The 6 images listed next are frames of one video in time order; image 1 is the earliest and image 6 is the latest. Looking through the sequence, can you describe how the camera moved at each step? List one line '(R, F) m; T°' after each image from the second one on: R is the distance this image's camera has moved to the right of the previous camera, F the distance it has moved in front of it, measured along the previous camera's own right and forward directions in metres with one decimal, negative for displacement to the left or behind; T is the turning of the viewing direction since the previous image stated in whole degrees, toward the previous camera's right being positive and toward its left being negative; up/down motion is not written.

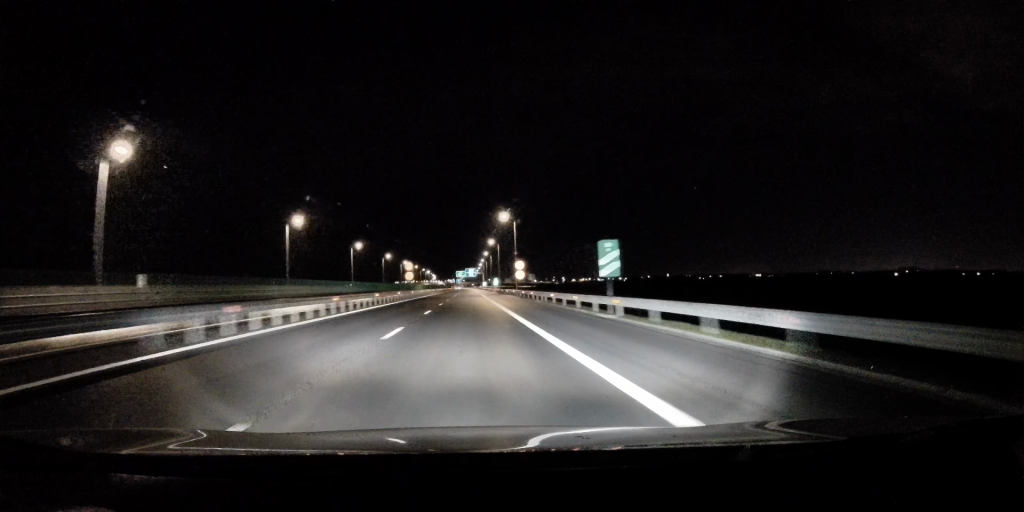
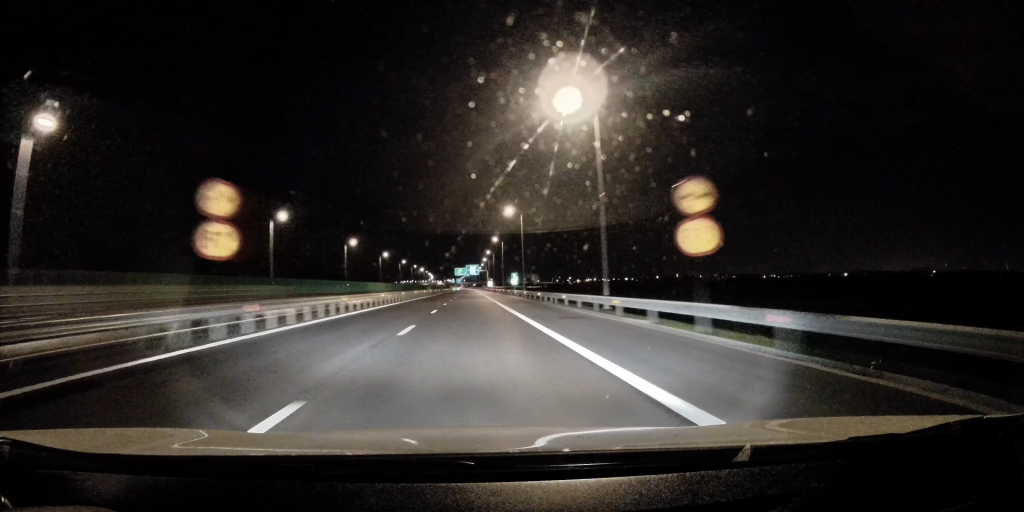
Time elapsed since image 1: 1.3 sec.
(-0.9, +47.1) m; -1°
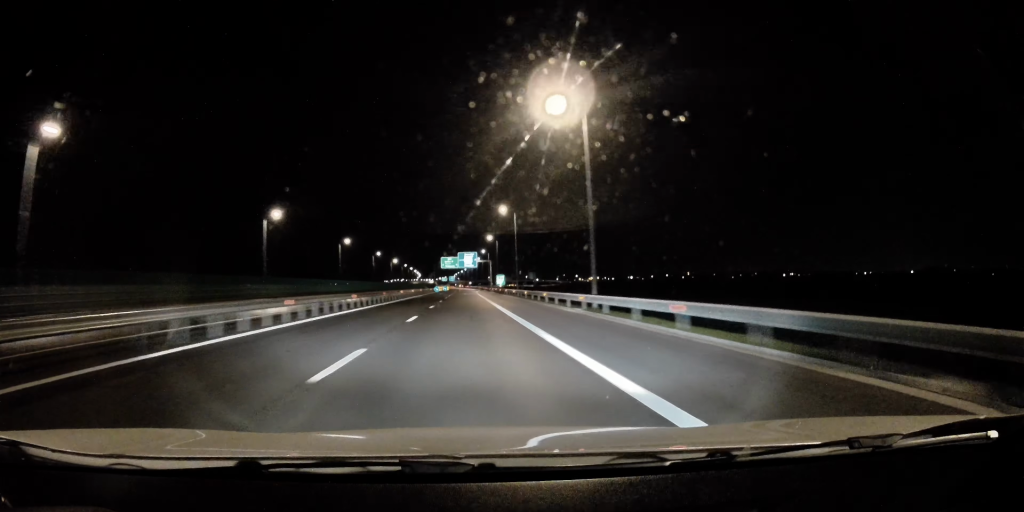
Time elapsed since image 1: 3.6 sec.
(+0.2, +78.6) m; 0°
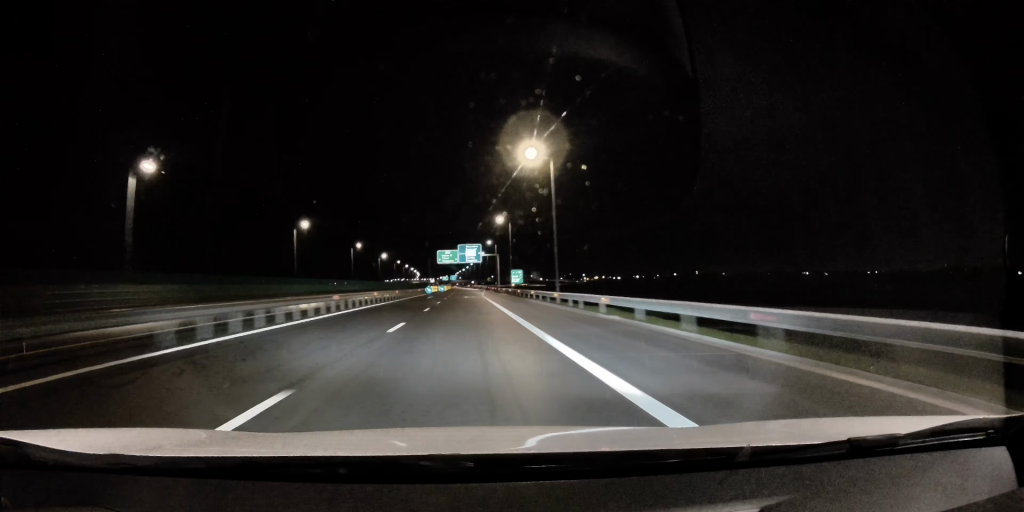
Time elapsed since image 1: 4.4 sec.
(+0.3, +28.5) m; +1°
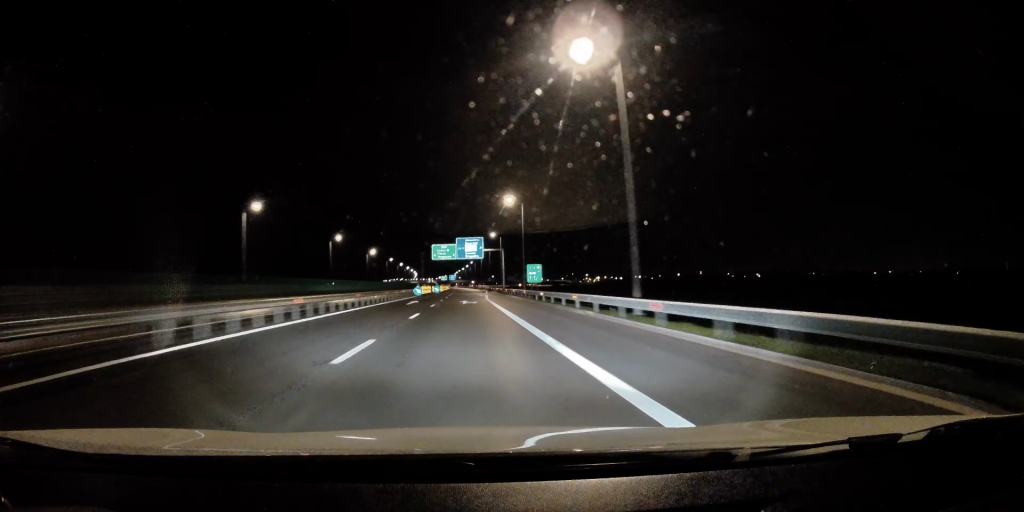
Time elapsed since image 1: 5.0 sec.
(0.0, +18.2) m; 0°
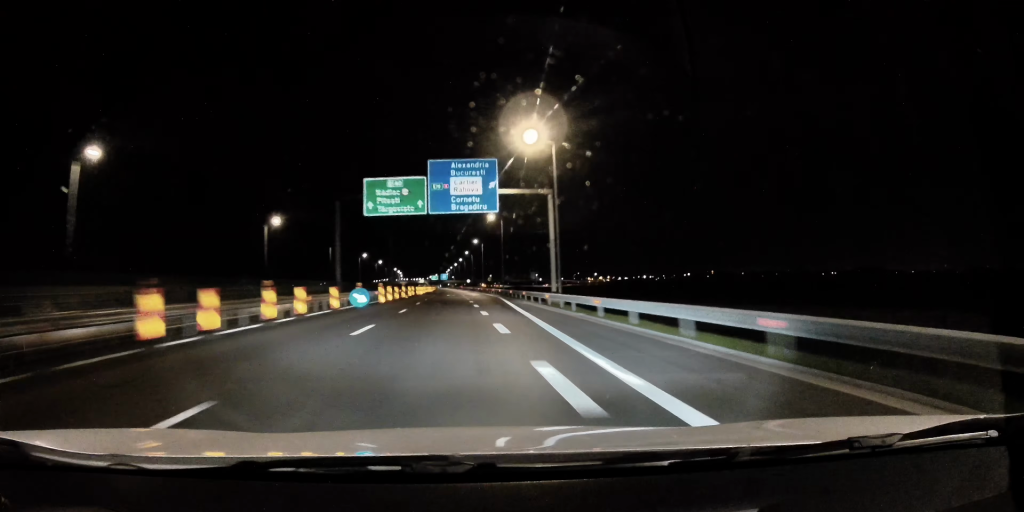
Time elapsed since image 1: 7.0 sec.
(-0.8, +67.6) m; -1°
